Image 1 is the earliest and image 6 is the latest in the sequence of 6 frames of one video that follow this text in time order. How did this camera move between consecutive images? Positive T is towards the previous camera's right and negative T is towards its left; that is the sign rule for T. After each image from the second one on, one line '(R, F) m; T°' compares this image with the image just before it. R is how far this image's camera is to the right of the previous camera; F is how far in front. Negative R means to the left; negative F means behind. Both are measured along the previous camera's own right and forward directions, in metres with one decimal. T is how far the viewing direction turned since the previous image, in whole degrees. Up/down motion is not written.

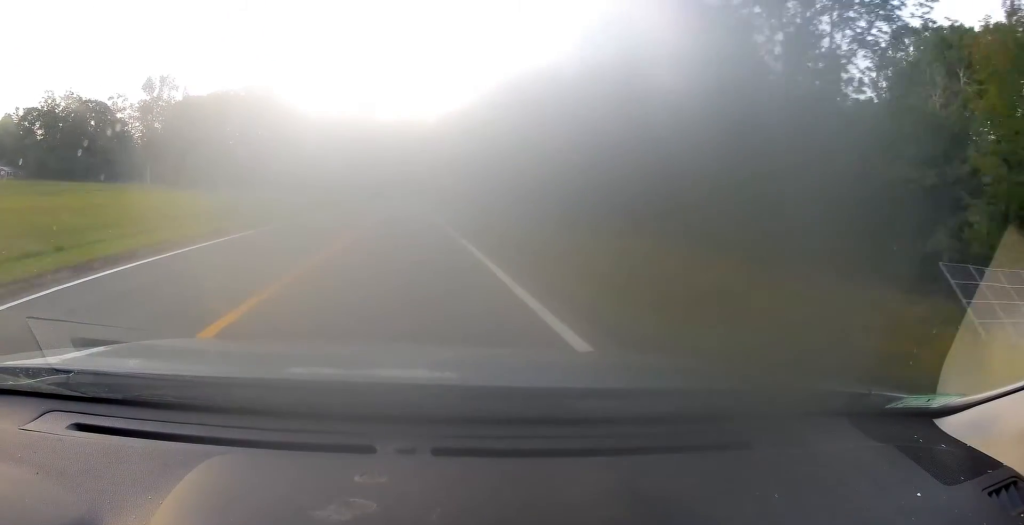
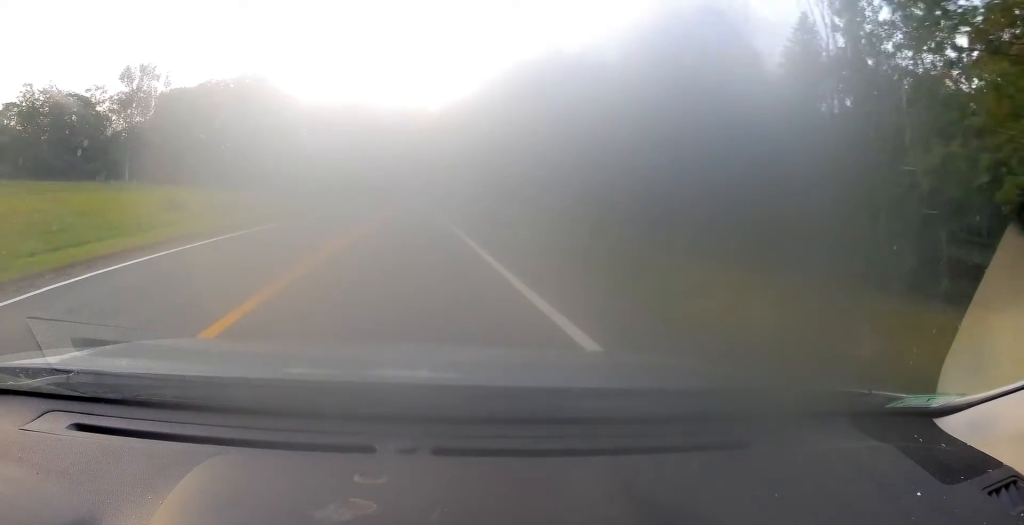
(0.0, +14.5) m; 0°
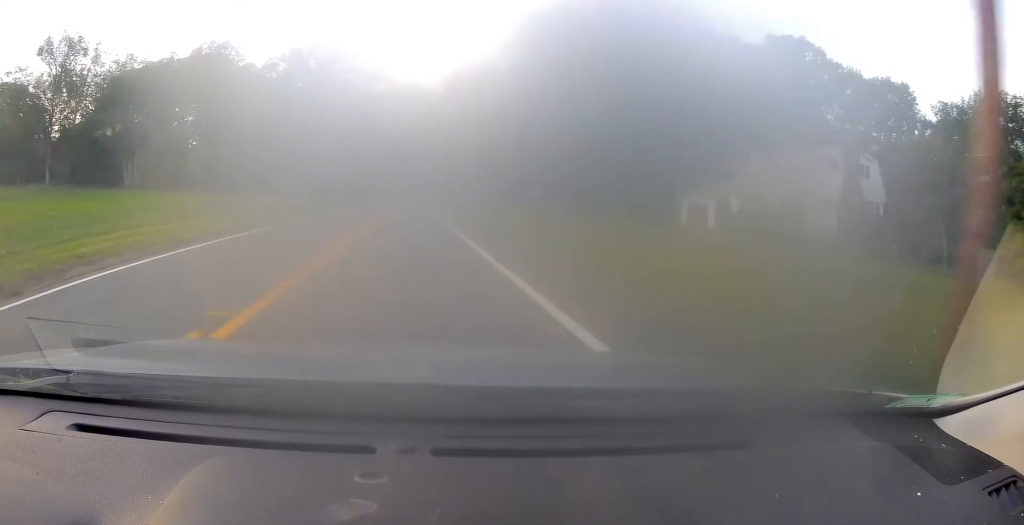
(+0.3, +34.2) m; 0°
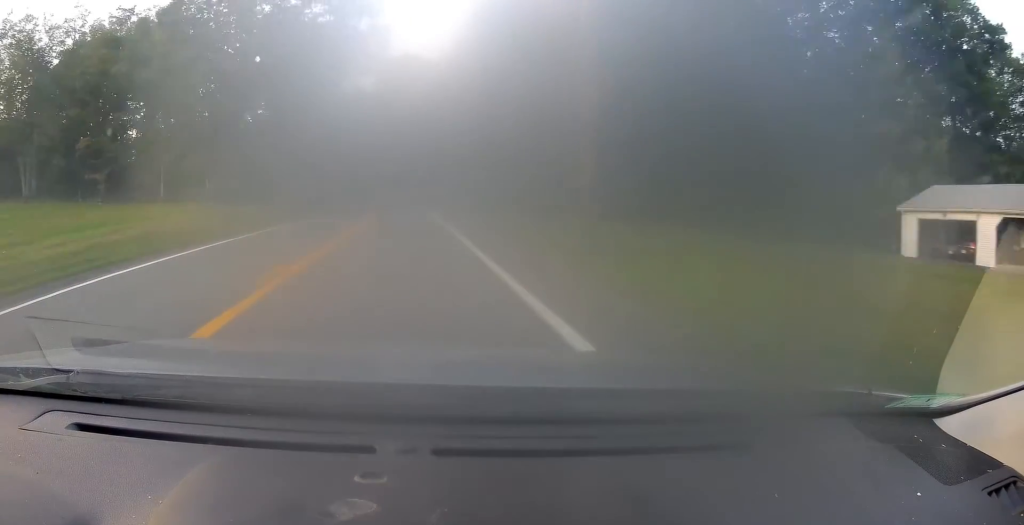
(-0.4, +30.7) m; -1°
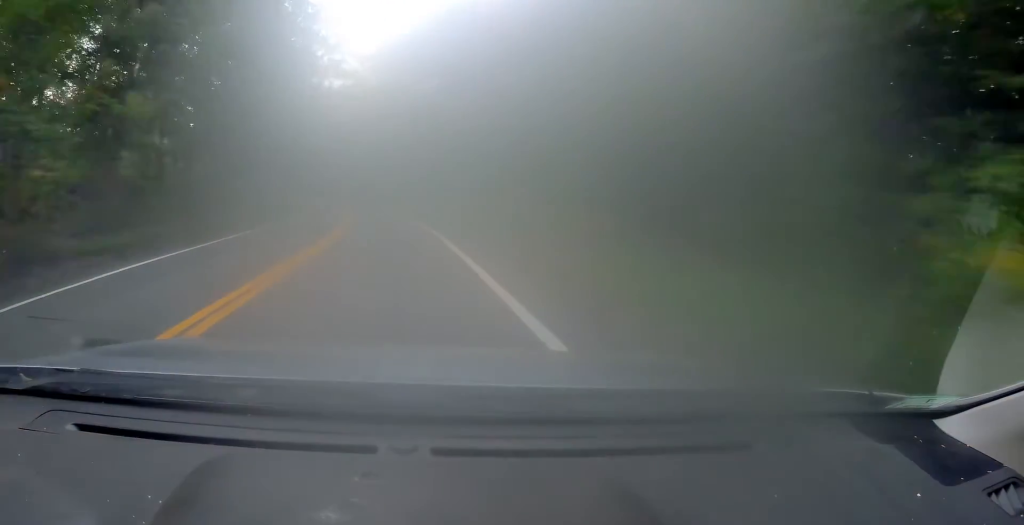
(-0.4, +46.3) m; -3°
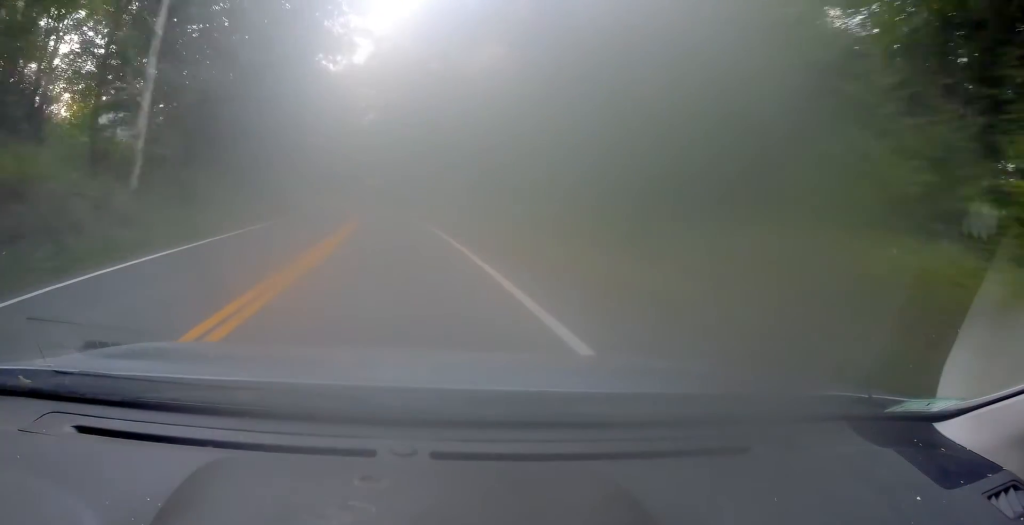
(-0.9, +24.4) m; -4°
